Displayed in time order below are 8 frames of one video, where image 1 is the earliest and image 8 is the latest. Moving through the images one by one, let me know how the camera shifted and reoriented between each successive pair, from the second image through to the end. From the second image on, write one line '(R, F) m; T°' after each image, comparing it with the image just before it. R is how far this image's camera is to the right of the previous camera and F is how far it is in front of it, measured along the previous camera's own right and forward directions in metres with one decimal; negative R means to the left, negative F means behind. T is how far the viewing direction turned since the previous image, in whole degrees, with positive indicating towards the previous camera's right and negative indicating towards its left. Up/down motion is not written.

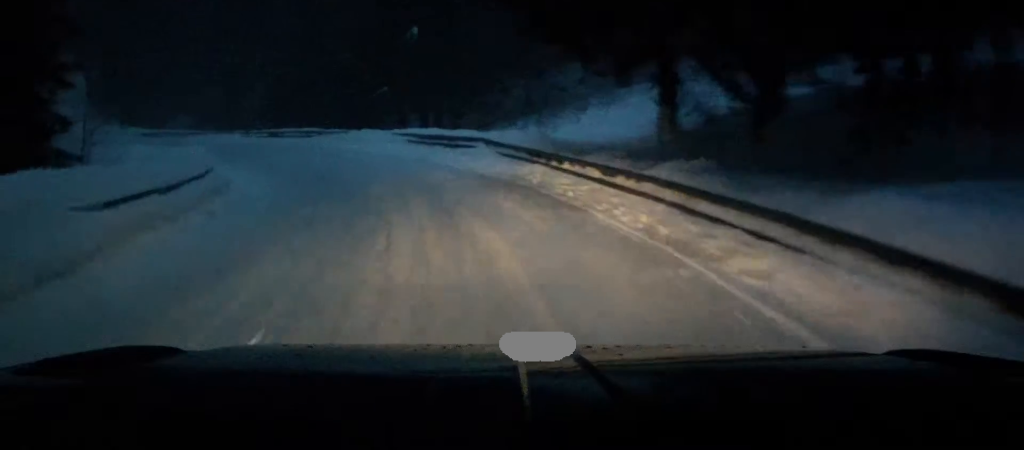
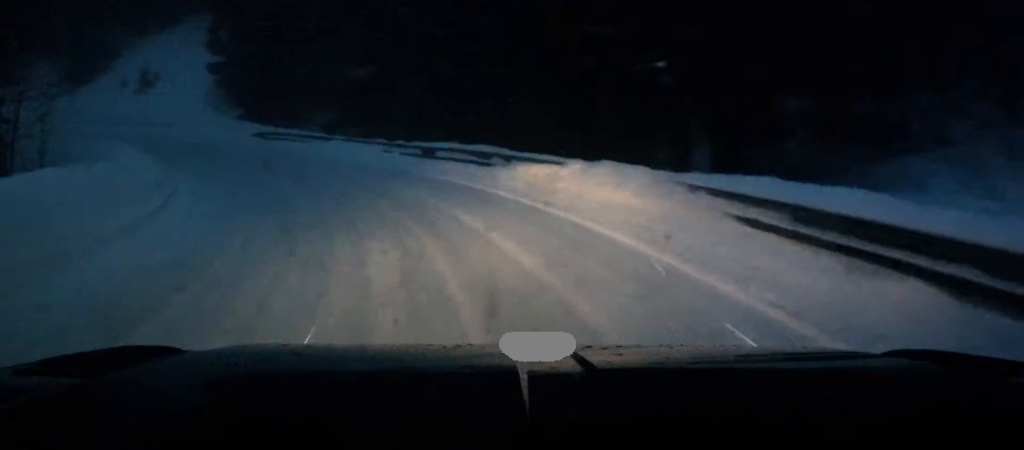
(-4.3, +24.6) m; -25°
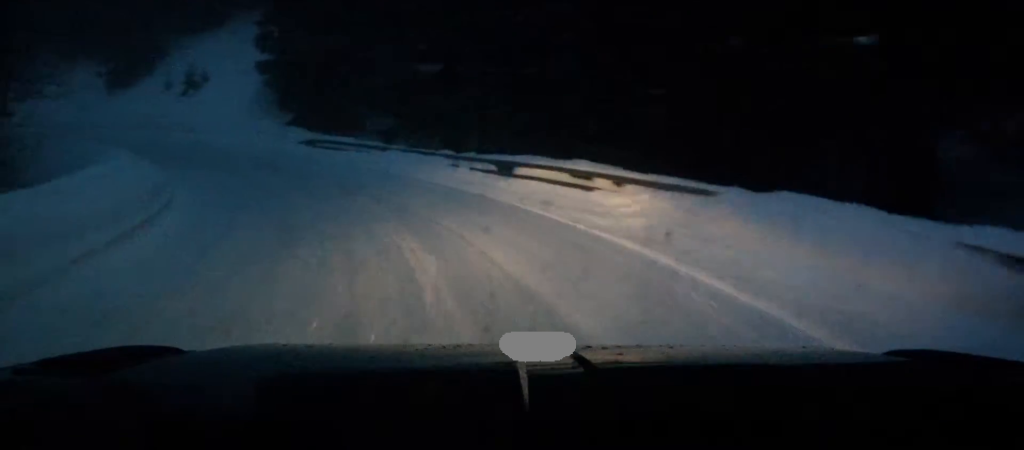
(-0.9, +5.9) m; -6°
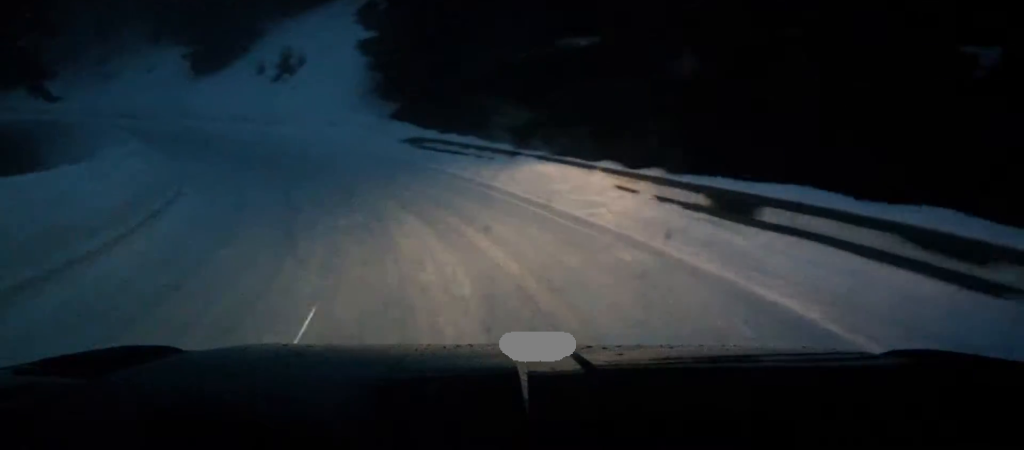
(-0.5, +8.4) m; -4°
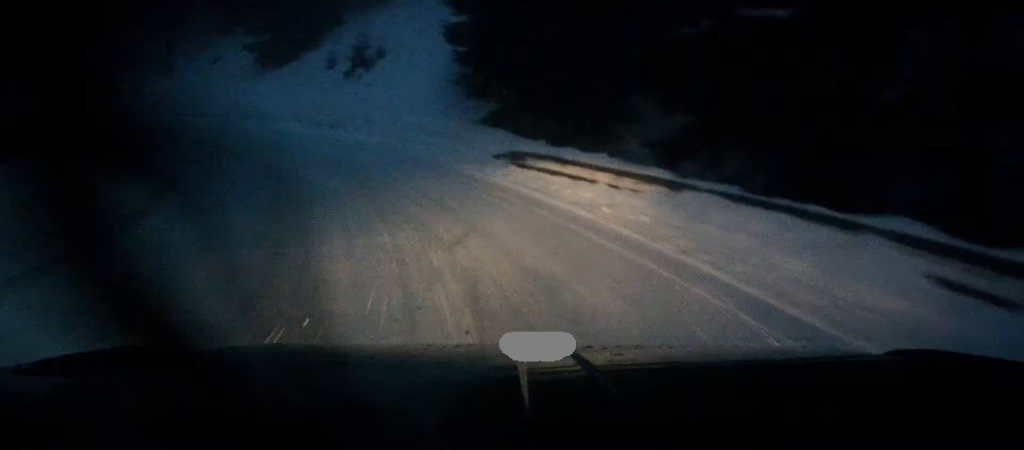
(0.0, +6.7) m; -1°
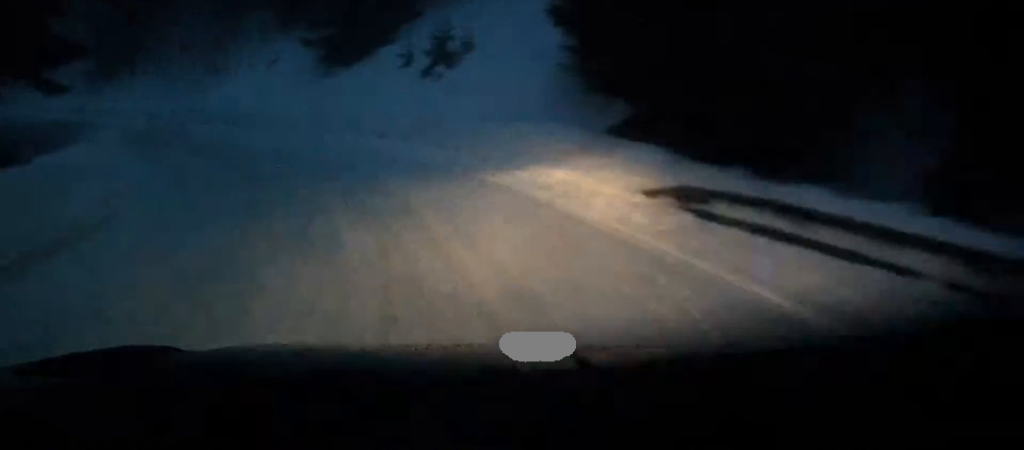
(-0.3, +7.0) m; +1°
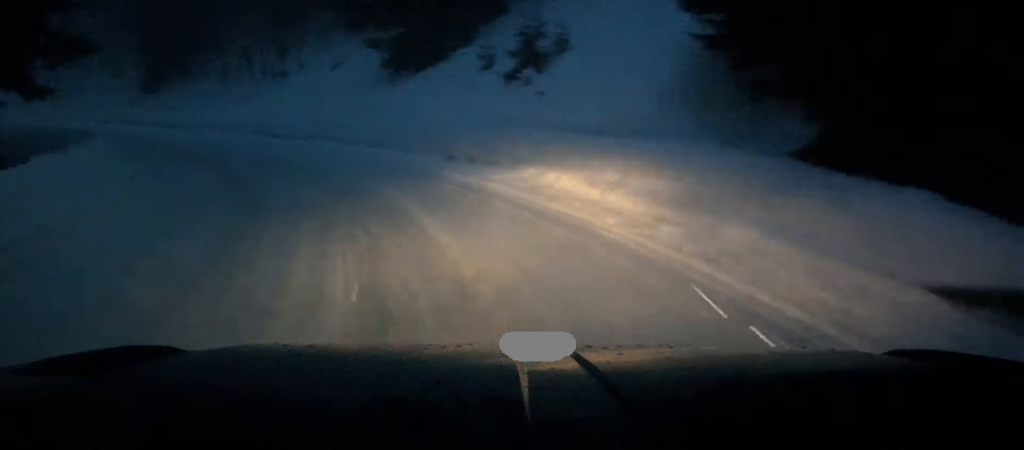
(+0.1, +4.9) m; +1°
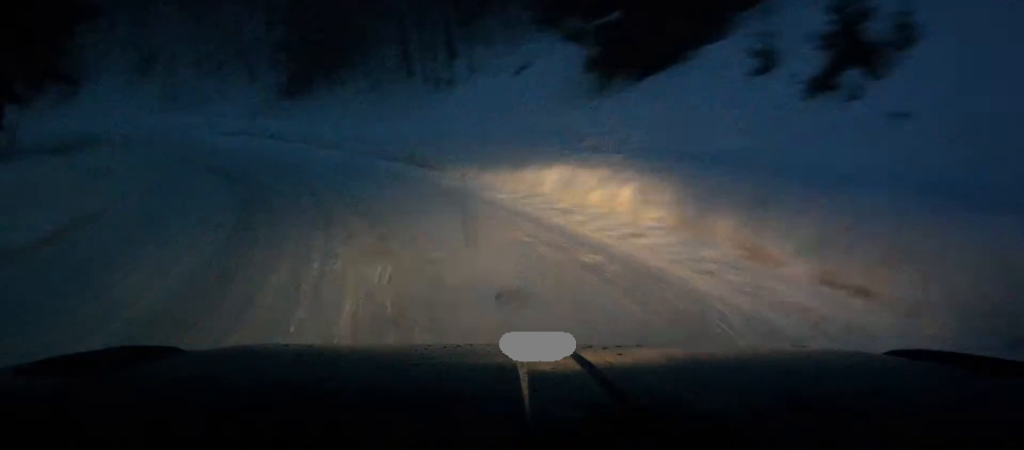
(+0.3, +9.5) m; +1°
